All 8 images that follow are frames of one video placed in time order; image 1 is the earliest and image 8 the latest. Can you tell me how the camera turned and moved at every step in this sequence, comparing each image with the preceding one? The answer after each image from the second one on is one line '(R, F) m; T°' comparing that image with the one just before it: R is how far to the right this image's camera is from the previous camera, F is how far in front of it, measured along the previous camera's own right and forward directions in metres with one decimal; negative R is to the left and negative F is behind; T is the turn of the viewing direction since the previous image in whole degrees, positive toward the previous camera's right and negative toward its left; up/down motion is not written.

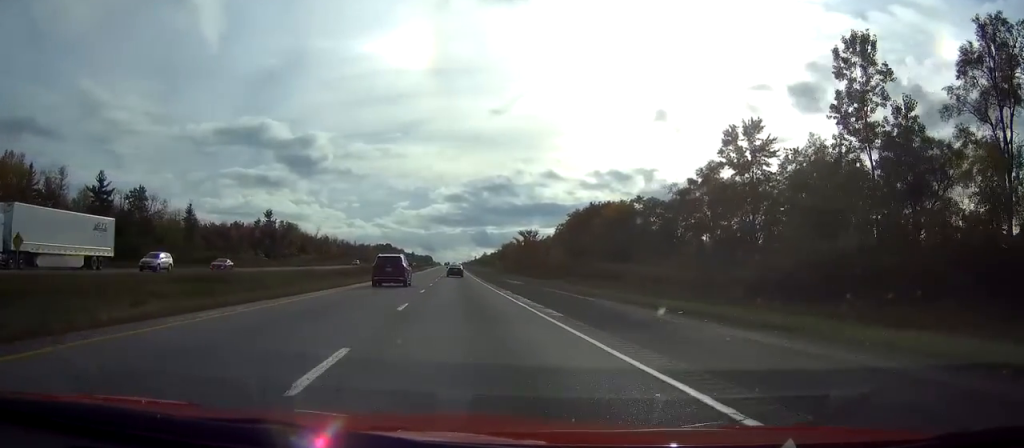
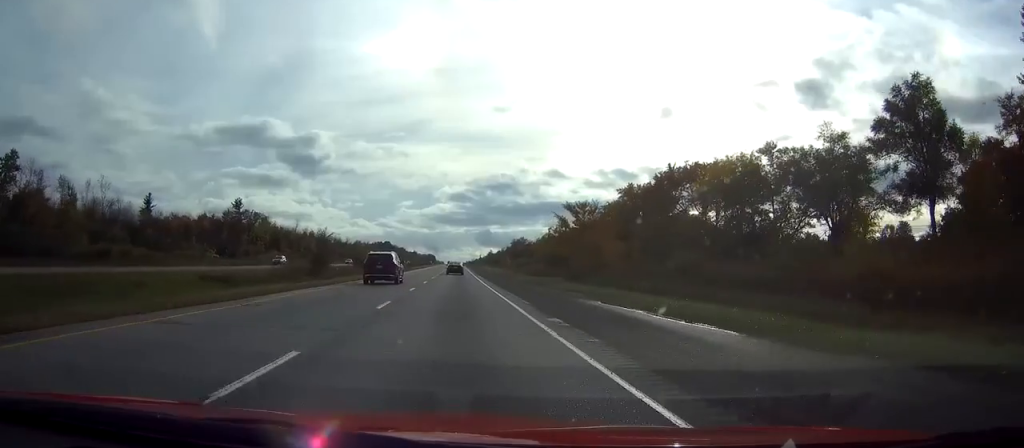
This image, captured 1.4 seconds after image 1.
(-0.2, +48.5) m; -1°
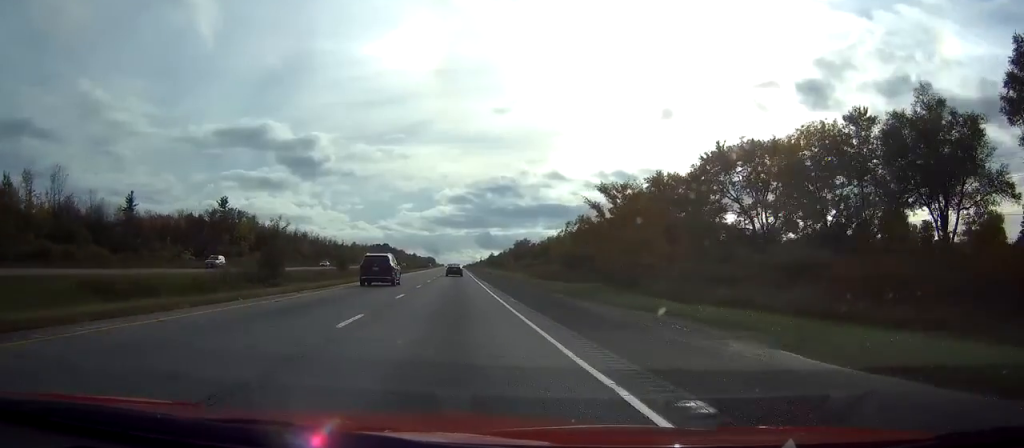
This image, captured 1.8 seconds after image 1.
(0.0, +16.6) m; 0°
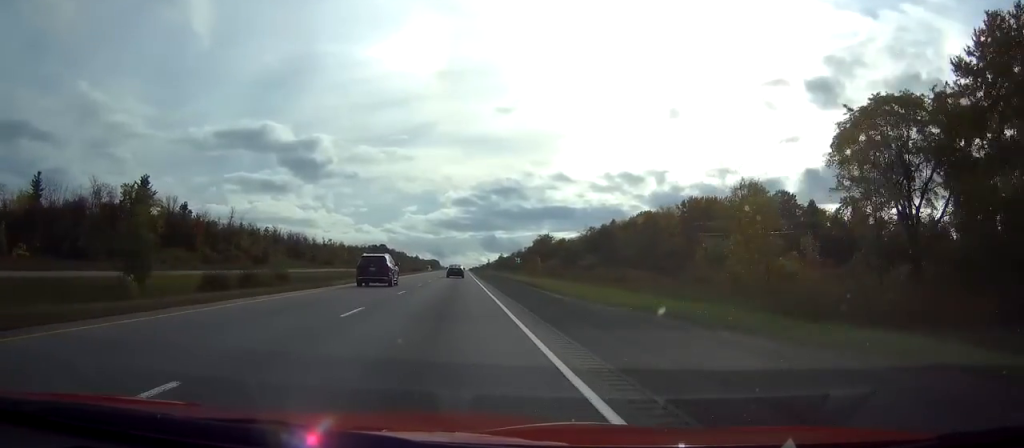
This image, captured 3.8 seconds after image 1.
(-0.5, +69.3) m; -1°
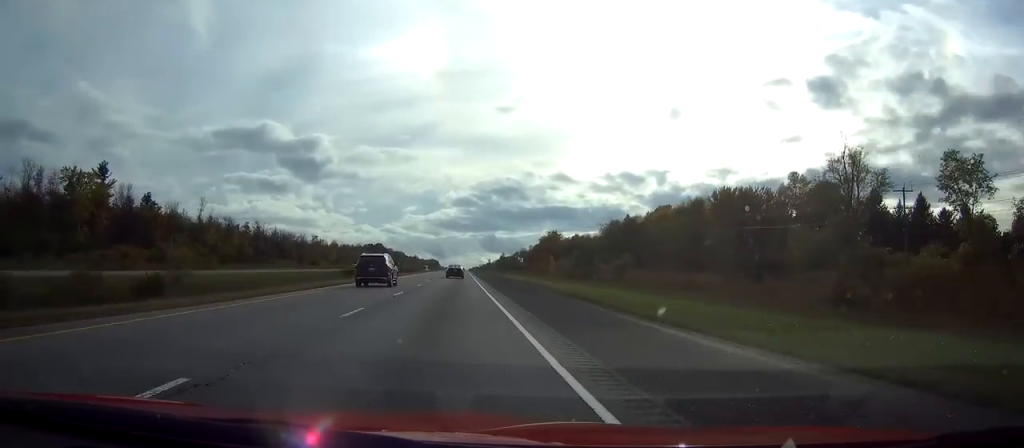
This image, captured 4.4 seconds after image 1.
(0.0, +24.0) m; 0°
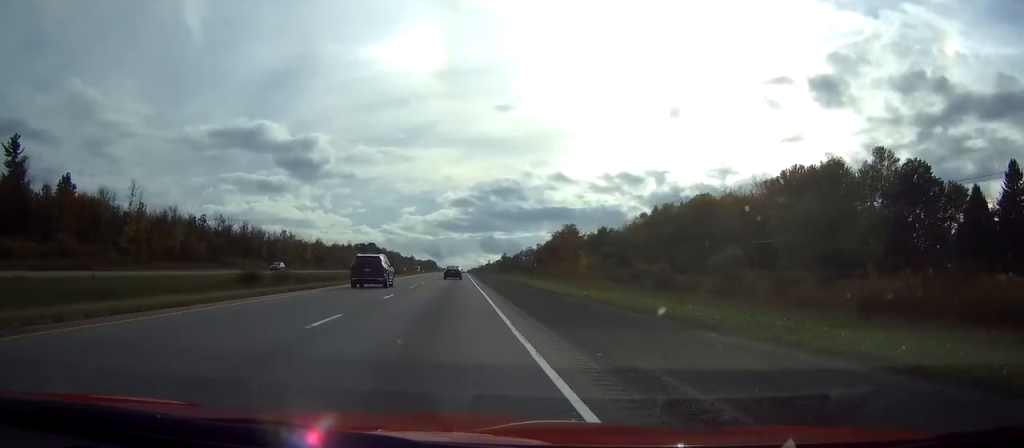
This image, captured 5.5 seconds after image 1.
(+0.1, +38.6) m; 0°
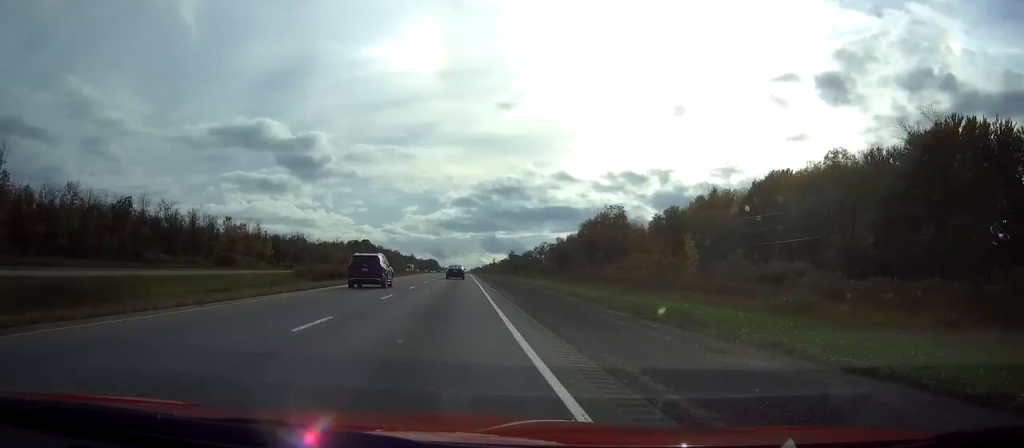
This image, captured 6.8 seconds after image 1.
(0.0, +48.4) m; 0°
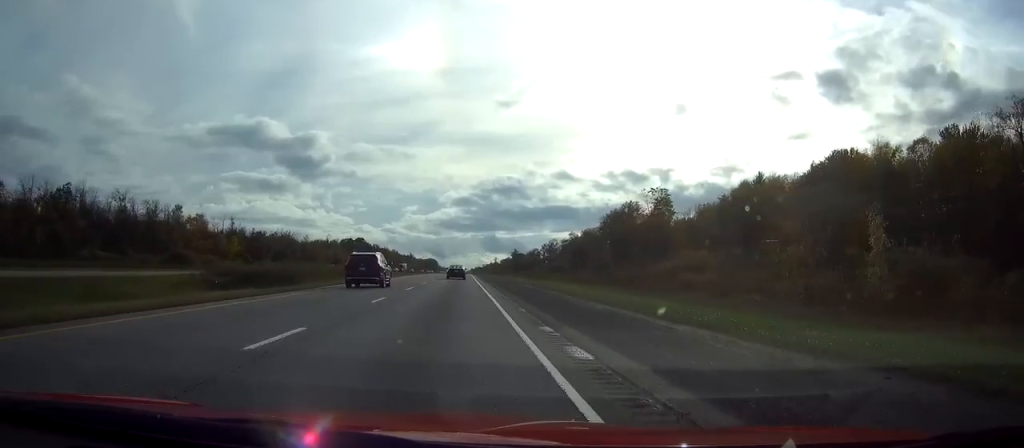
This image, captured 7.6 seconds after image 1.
(0.0, +26.7) m; 0°
